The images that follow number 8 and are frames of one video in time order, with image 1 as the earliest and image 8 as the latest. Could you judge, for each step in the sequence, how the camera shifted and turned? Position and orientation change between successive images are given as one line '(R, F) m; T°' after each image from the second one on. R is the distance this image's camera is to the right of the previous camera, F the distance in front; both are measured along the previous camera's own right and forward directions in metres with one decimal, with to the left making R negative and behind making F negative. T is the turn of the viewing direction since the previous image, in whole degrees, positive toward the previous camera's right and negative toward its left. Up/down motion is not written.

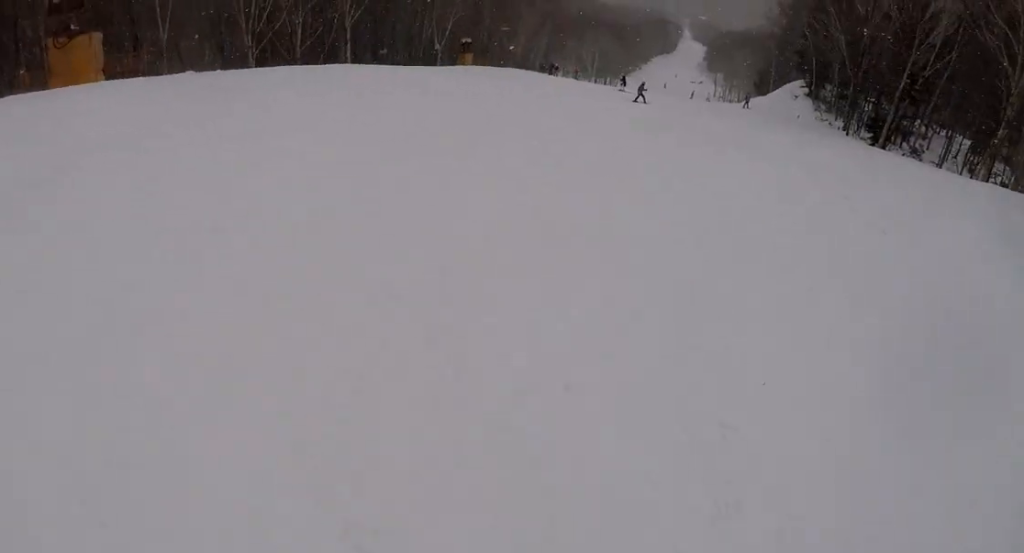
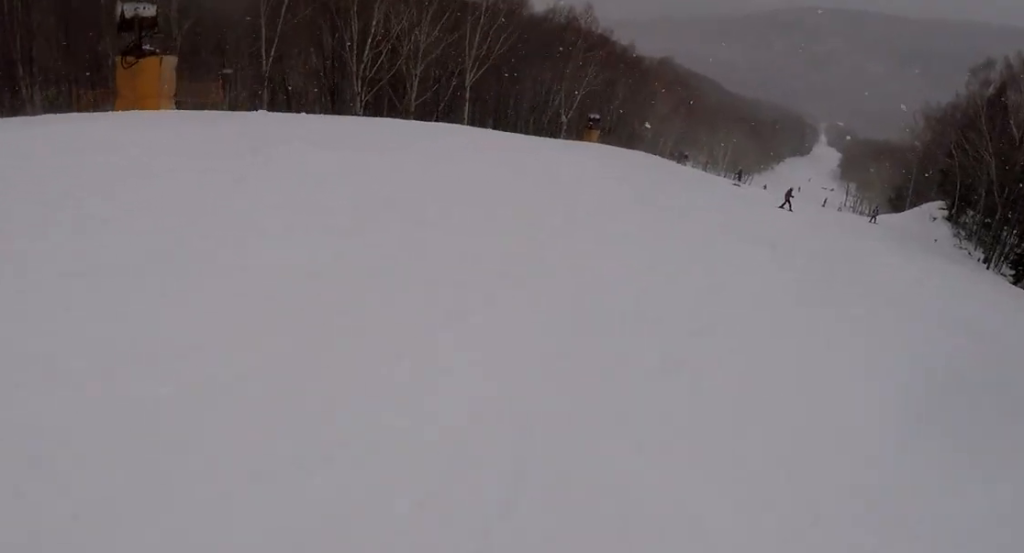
(+0.1, +3.1) m; -14°
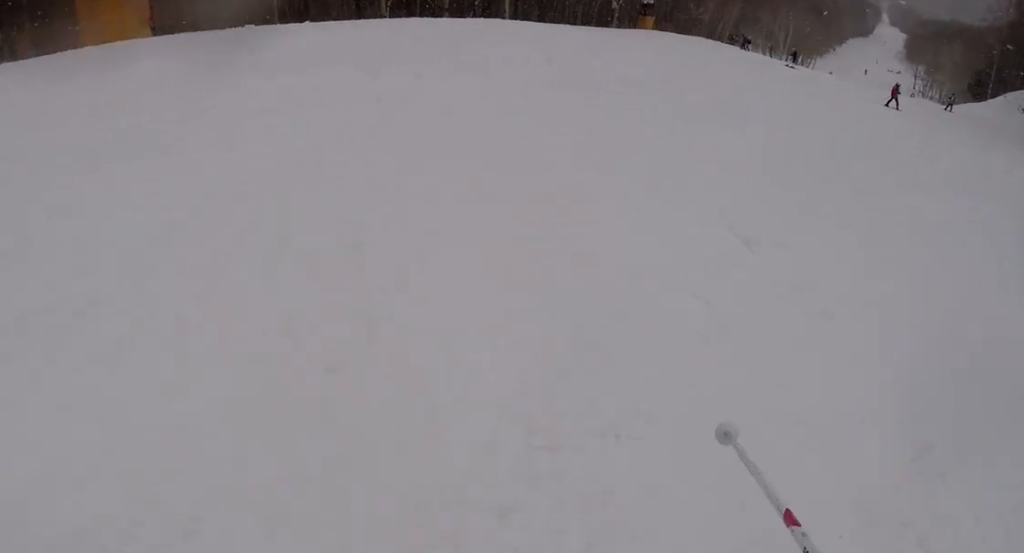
(-0.9, +3.2) m; -6°
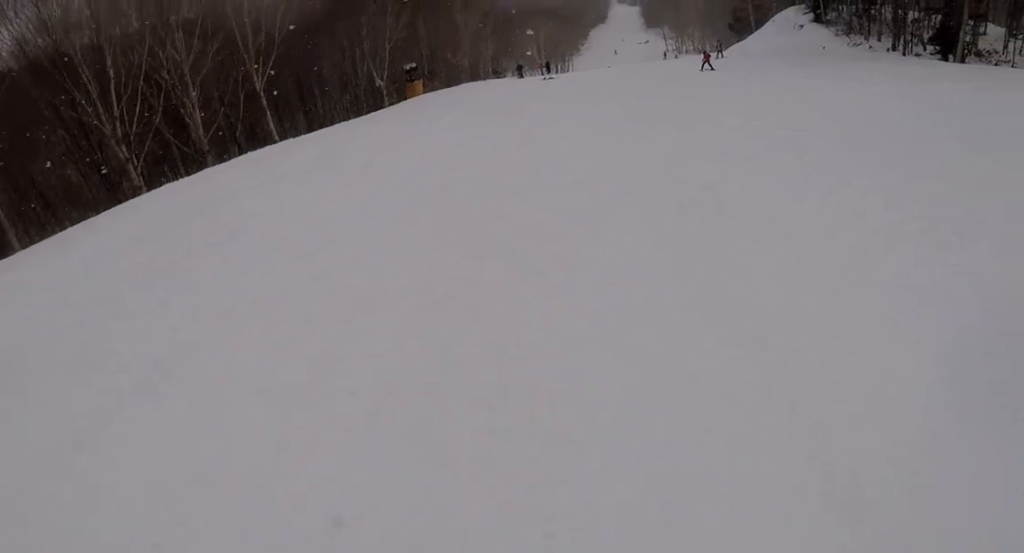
(-0.2, +5.8) m; +18°
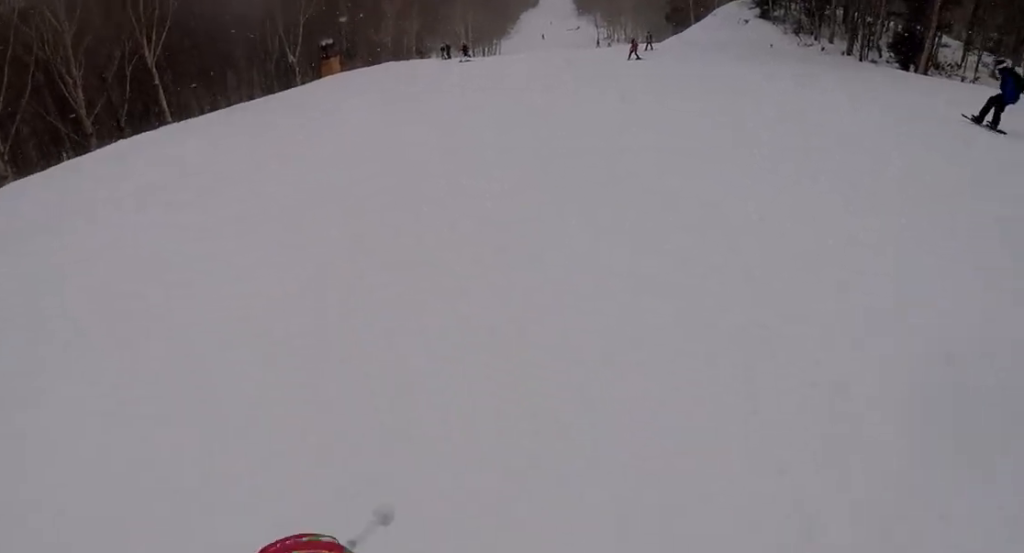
(+0.6, +3.0) m; +5°
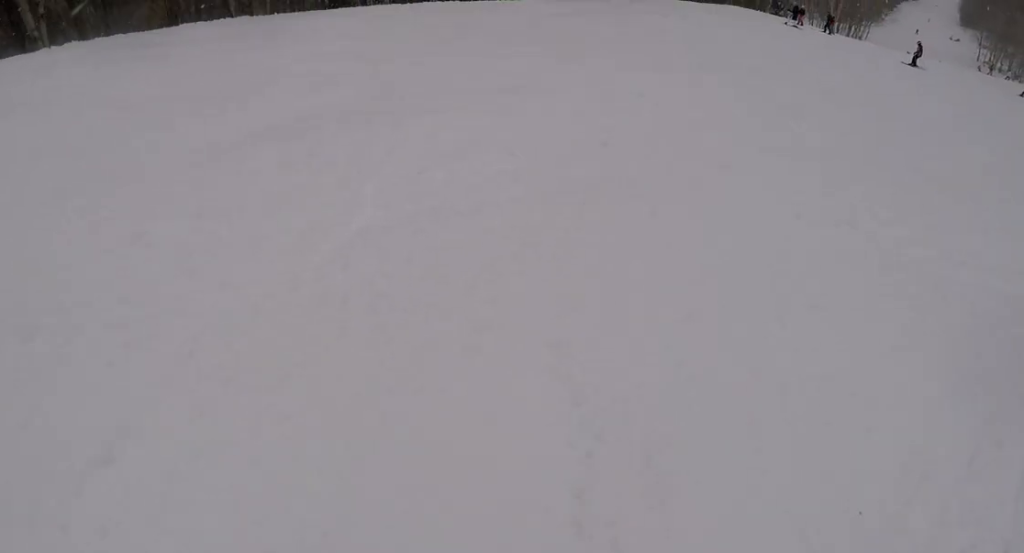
(-3.0, +12.2) m; -16°
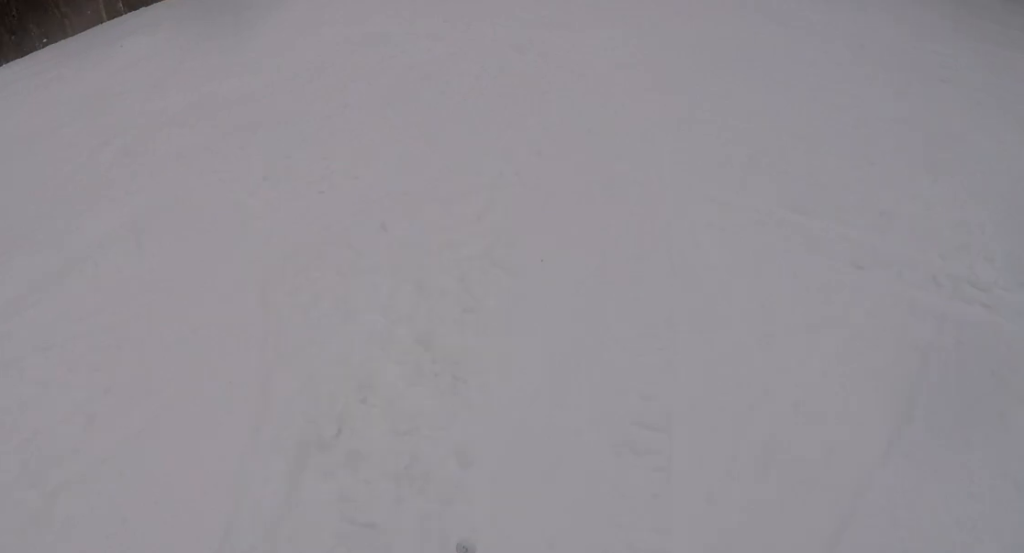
(+3.9, +8.3) m; +30°
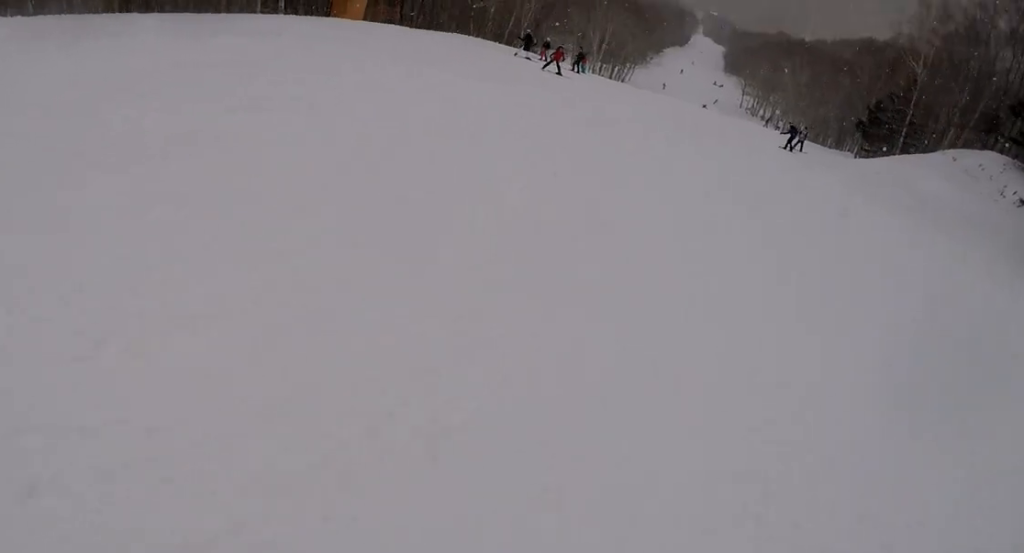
(+1.0, +2.4) m; -5°
